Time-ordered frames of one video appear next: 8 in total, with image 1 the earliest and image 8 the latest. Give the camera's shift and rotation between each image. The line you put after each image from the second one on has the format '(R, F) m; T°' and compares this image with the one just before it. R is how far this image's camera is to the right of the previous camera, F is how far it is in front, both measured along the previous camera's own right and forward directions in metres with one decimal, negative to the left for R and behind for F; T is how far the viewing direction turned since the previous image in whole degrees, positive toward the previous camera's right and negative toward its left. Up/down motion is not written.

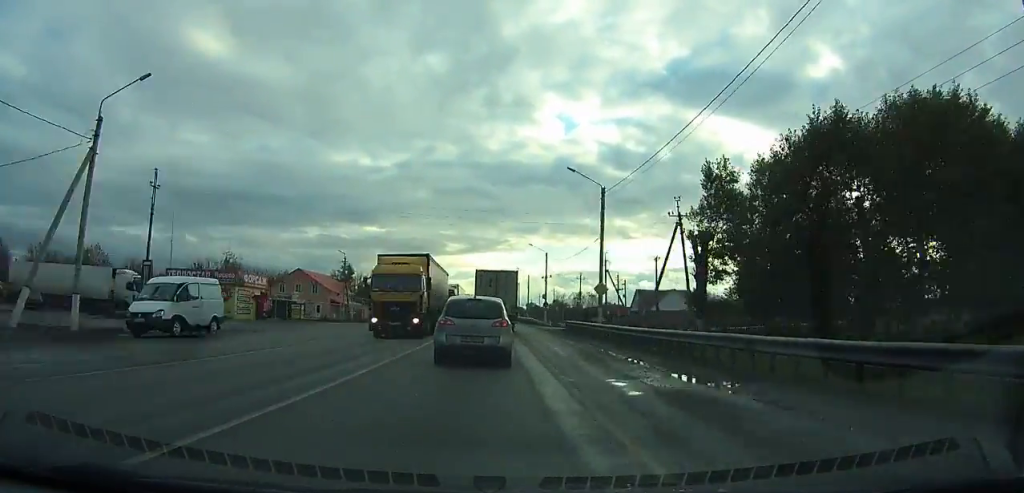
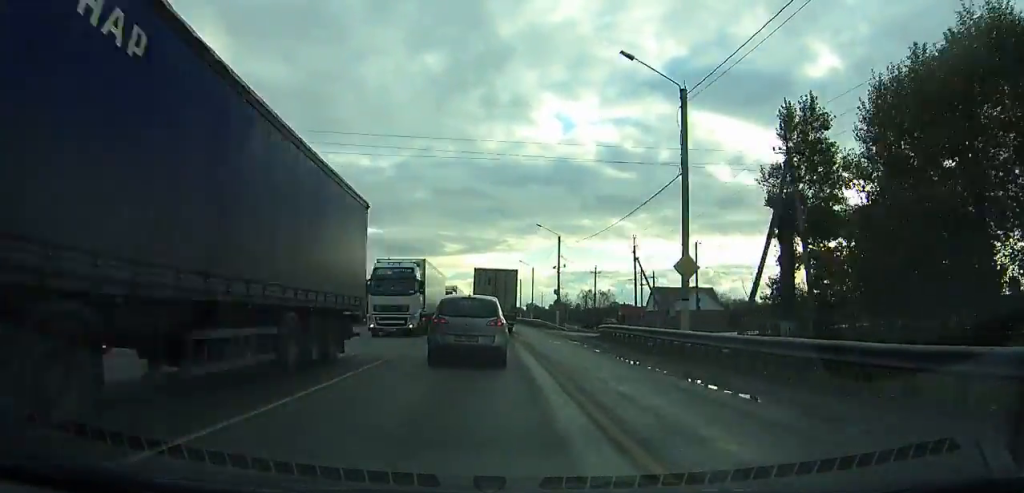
(+0.1, +16.5) m; 0°
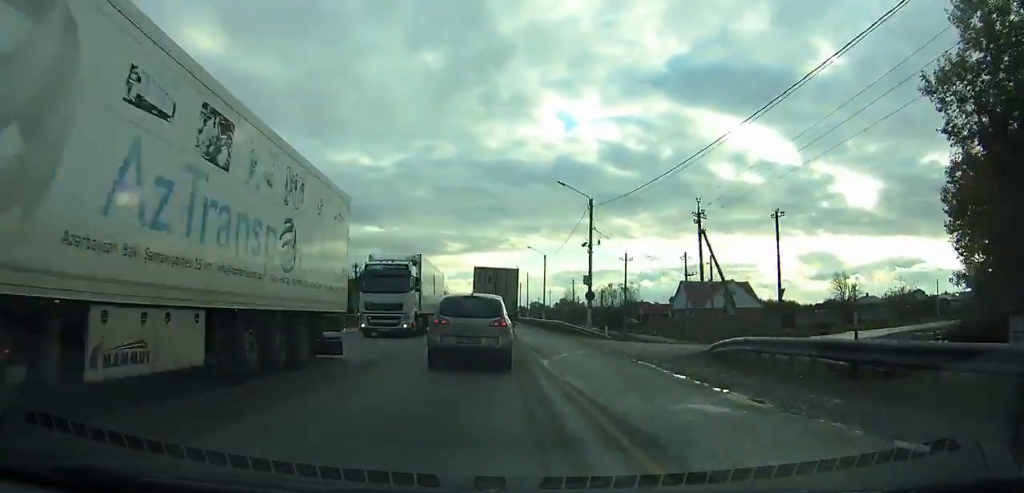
(0.0, +17.8) m; 0°
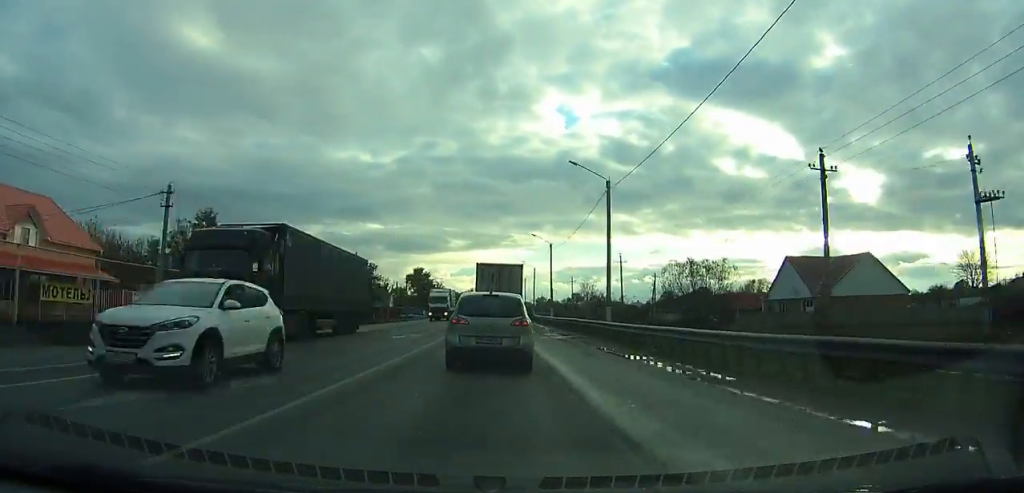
(-0.2, +39.9) m; -1°
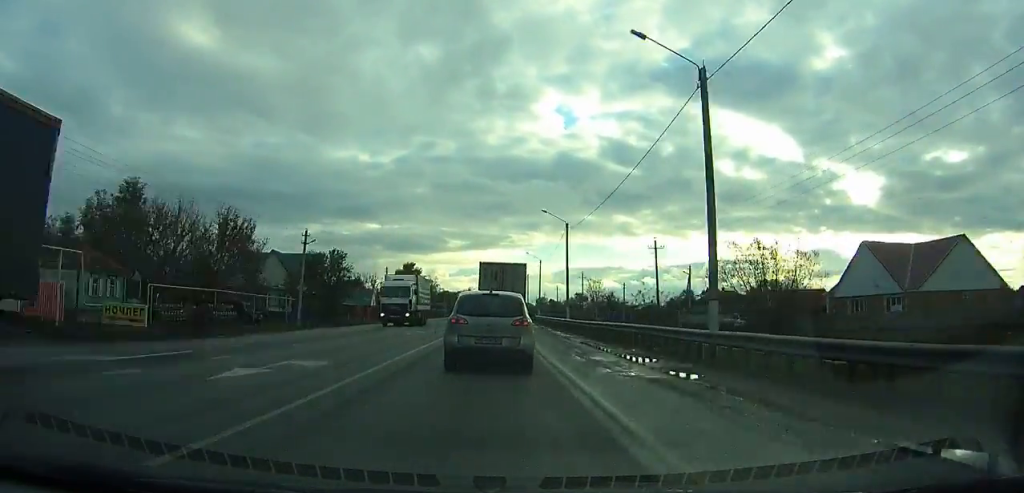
(-0.1, +16.8) m; 0°
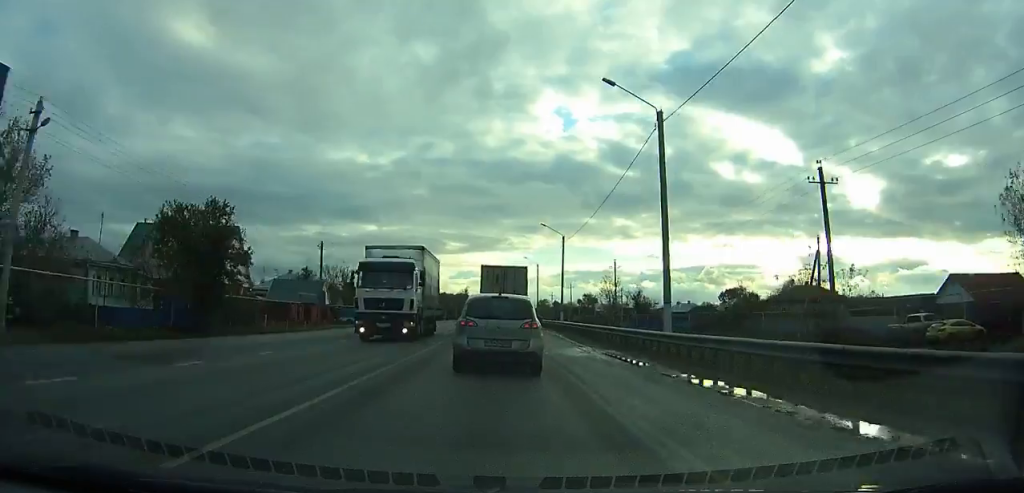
(-0.1, +29.8) m; 0°
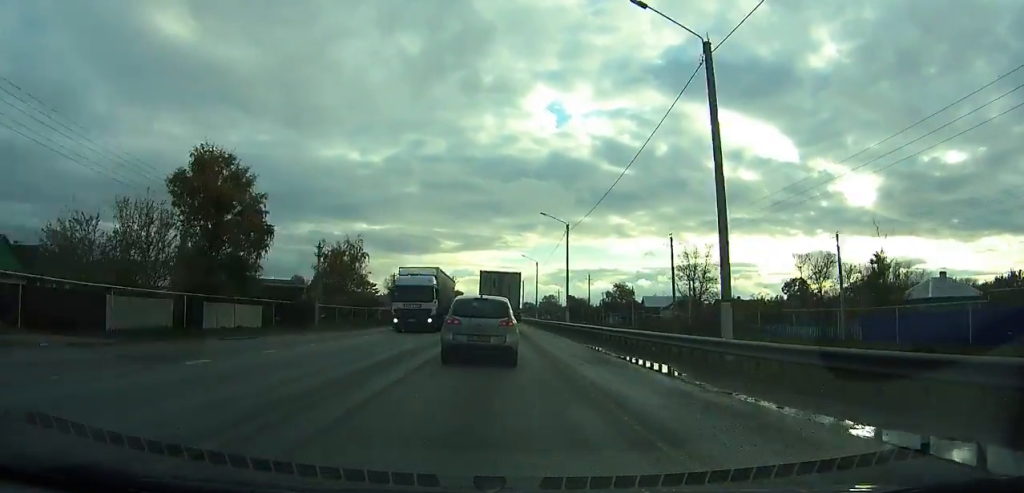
(+0.1, +75.9) m; 0°
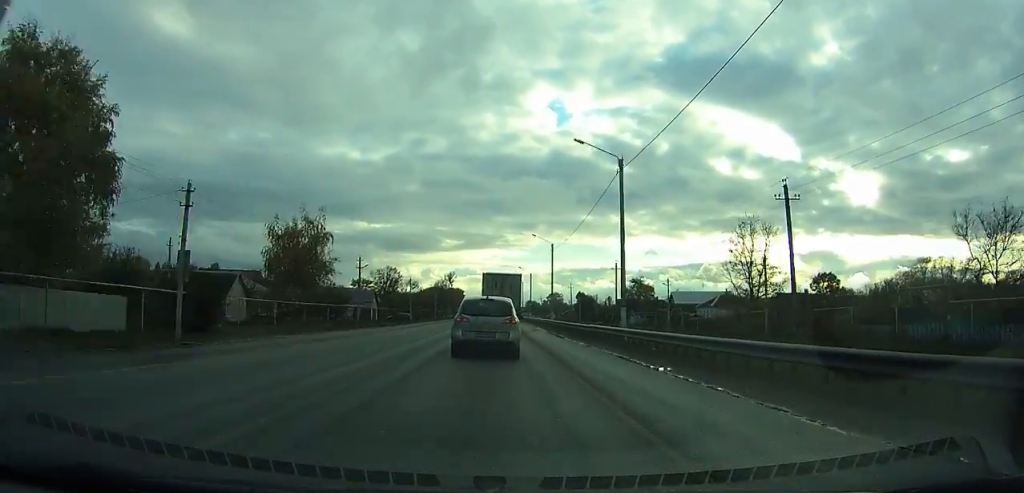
(0.0, +21.3) m; 0°
